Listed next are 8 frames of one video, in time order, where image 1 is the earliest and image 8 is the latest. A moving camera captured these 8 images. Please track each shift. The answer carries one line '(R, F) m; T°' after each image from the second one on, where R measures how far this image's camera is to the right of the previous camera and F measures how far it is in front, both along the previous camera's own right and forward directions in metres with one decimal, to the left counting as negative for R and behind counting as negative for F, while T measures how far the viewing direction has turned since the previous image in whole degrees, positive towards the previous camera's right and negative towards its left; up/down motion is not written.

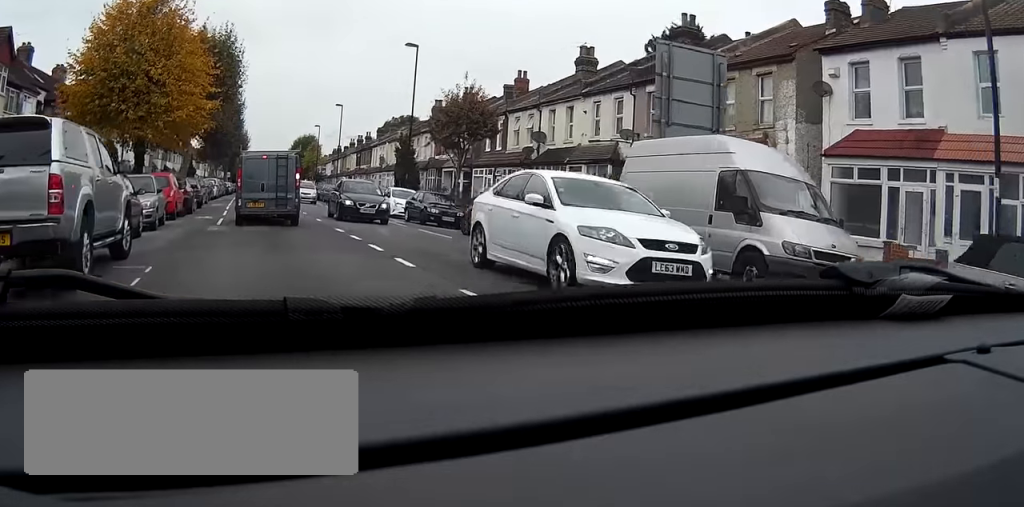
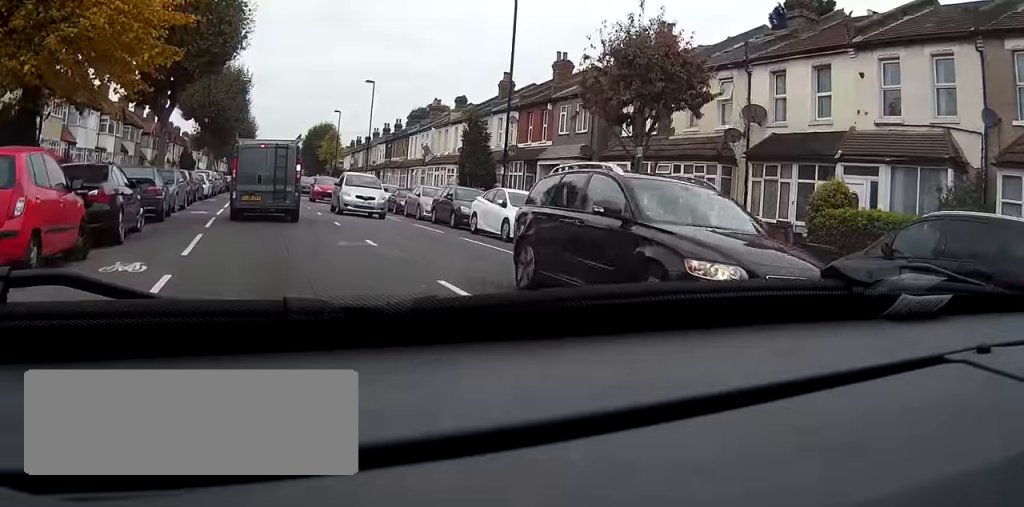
(+0.1, +16.8) m; -1°
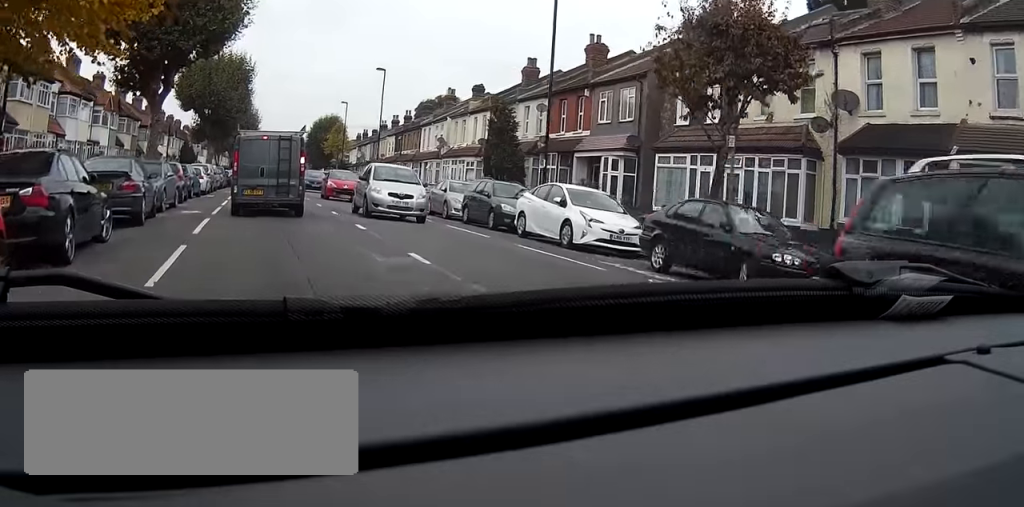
(-0.1, +4.0) m; -1°
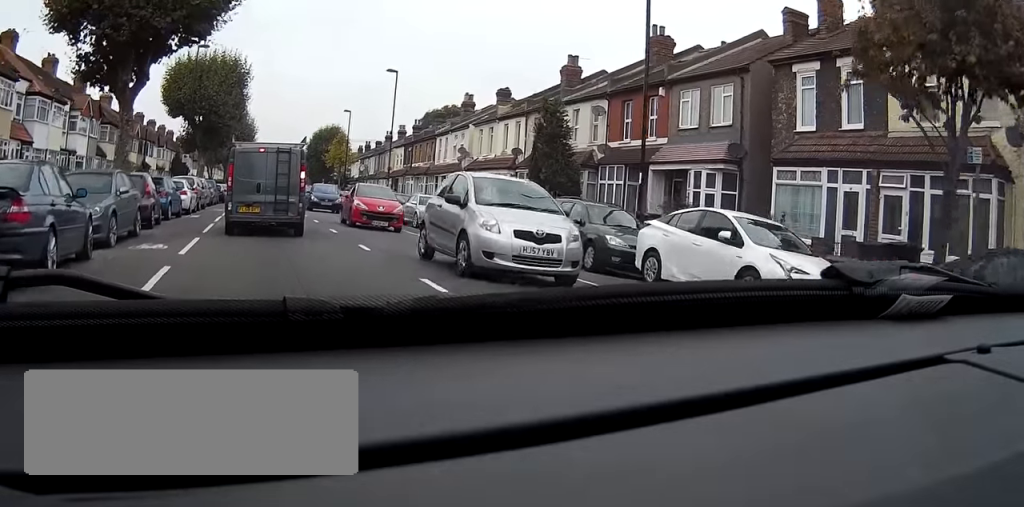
(+0.1, +6.9) m; 0°
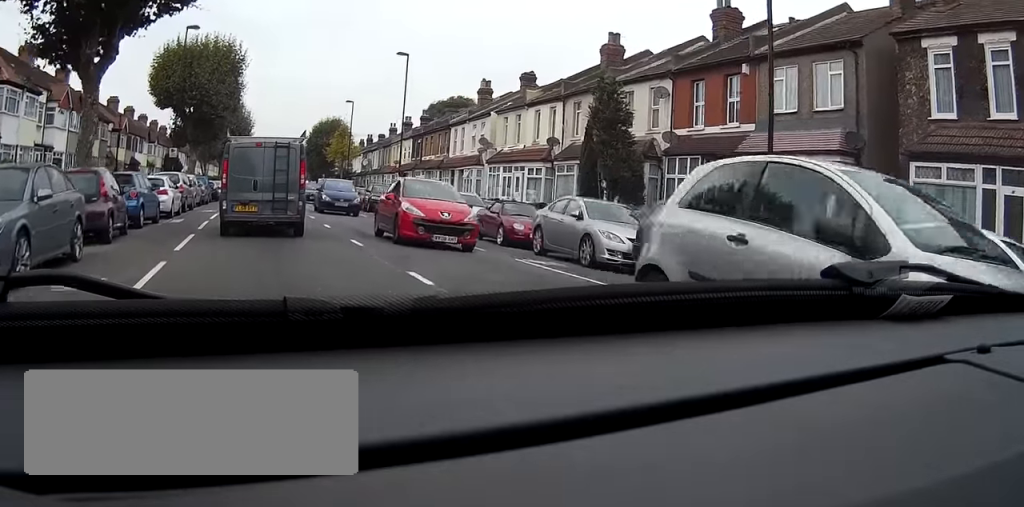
(-0.1, +5.3) m; 0°
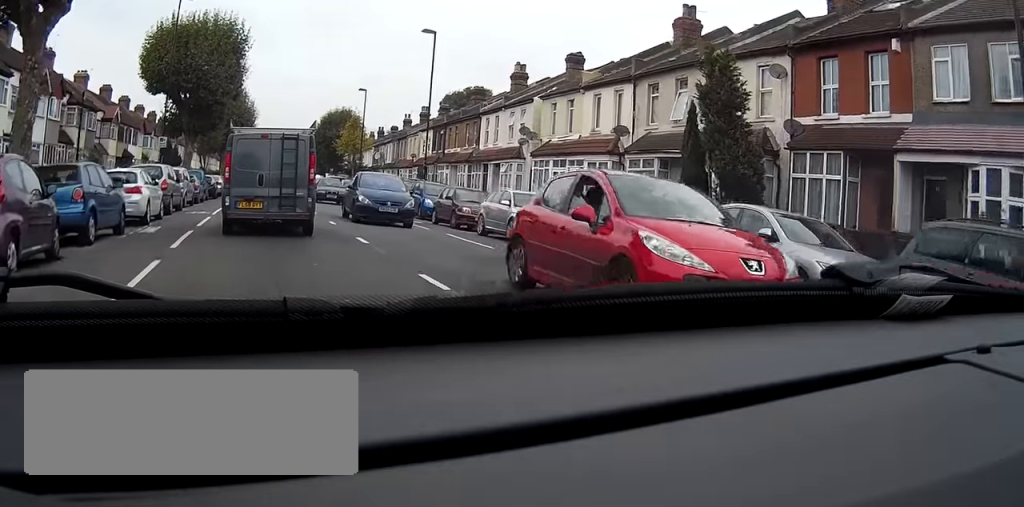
(+0.1, +6.3) m; +1°
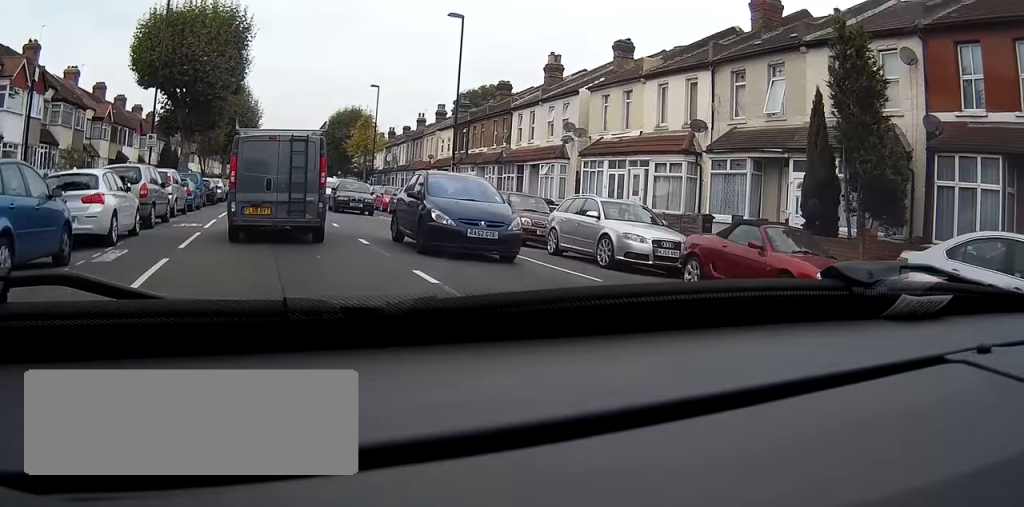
(0.0, +5.1) m; 0°
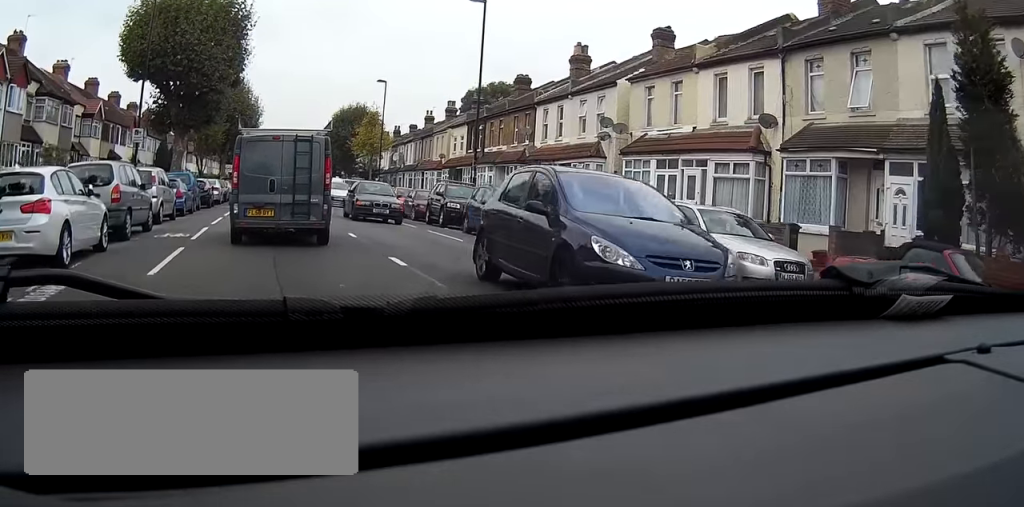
(0.0, +3.9) m; 0°
